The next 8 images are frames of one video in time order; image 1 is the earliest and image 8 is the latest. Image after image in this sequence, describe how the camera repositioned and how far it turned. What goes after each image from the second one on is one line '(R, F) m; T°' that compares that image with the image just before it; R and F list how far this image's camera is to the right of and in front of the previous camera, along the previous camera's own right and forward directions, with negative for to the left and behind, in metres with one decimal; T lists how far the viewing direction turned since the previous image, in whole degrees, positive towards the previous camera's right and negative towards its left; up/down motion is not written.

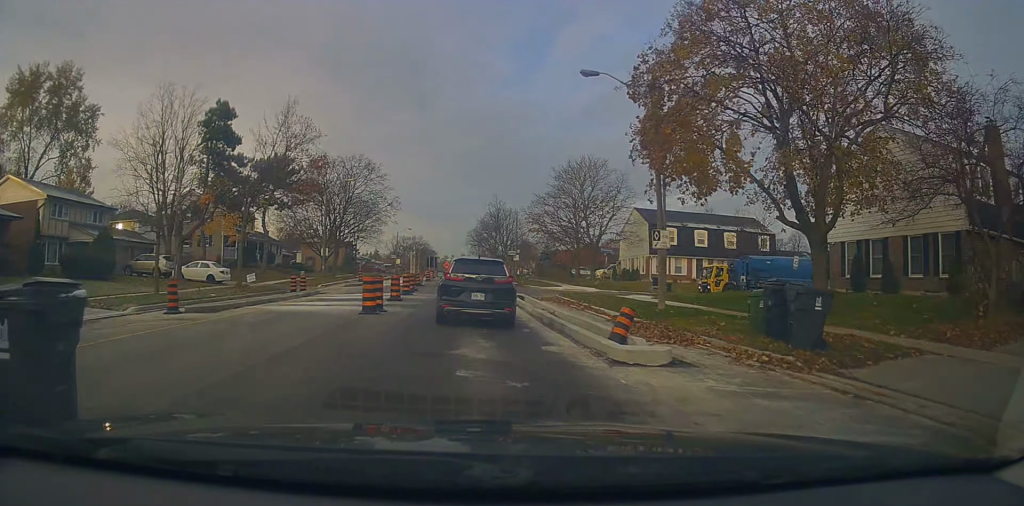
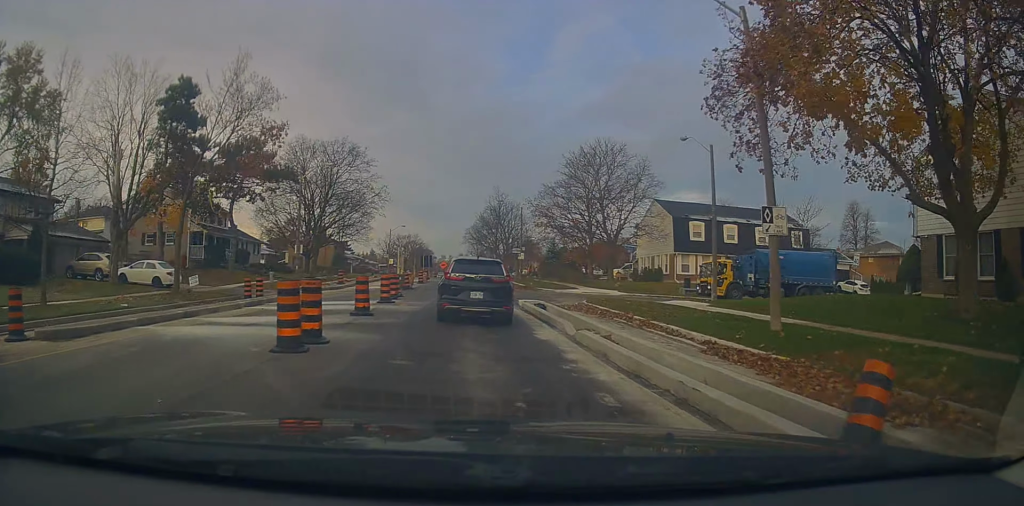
(+0.6, +7.1) m; +1°
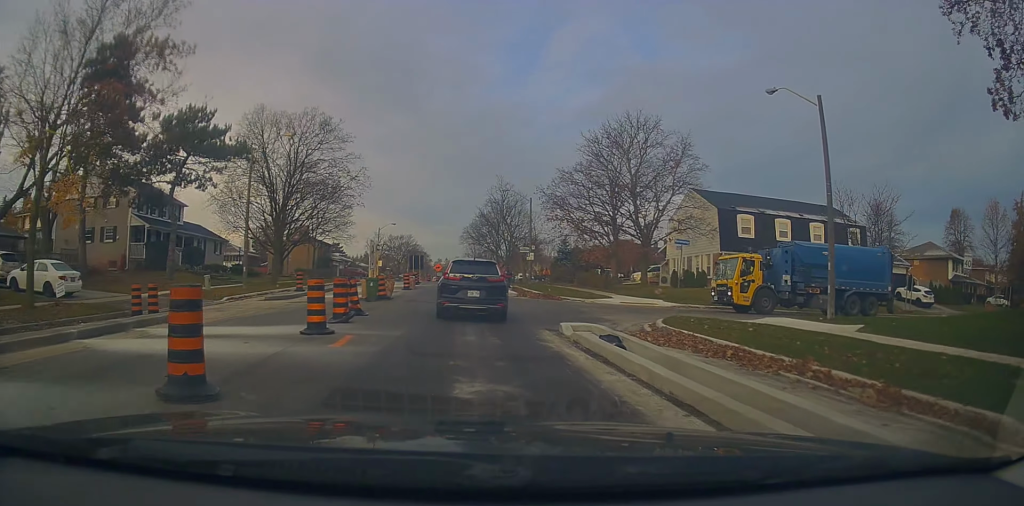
(-0.8, +9.7) m; +1°
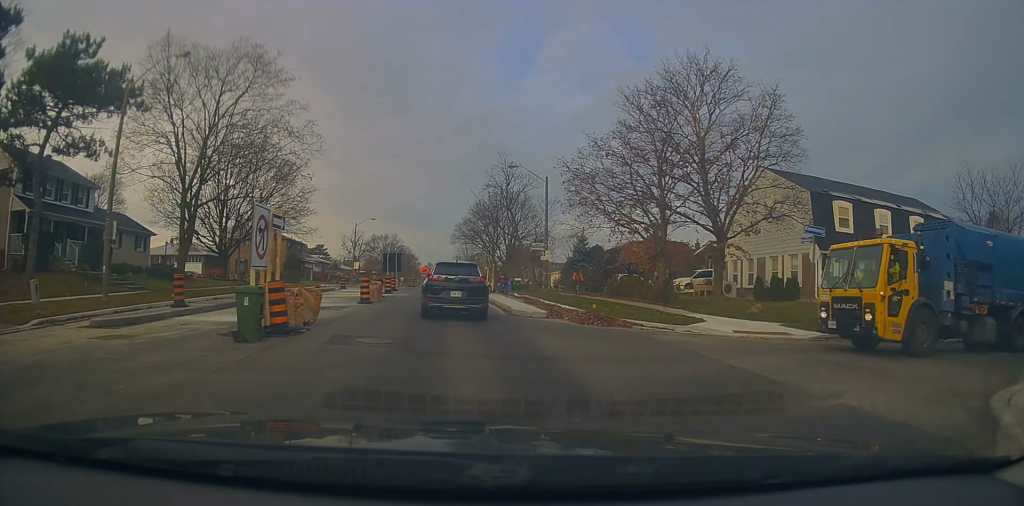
(+1.1, +12.6) m; +5°
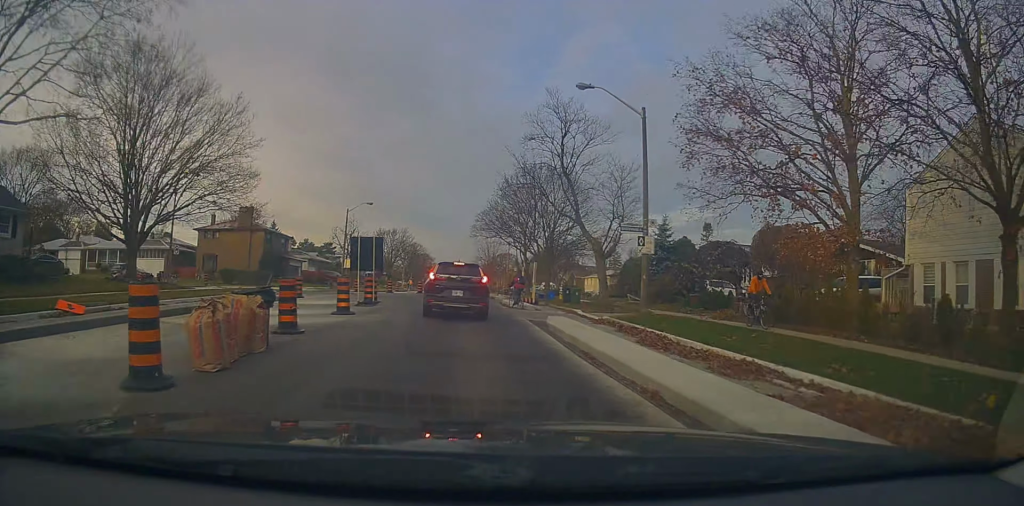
(-1.1, +16.1) m; -6°
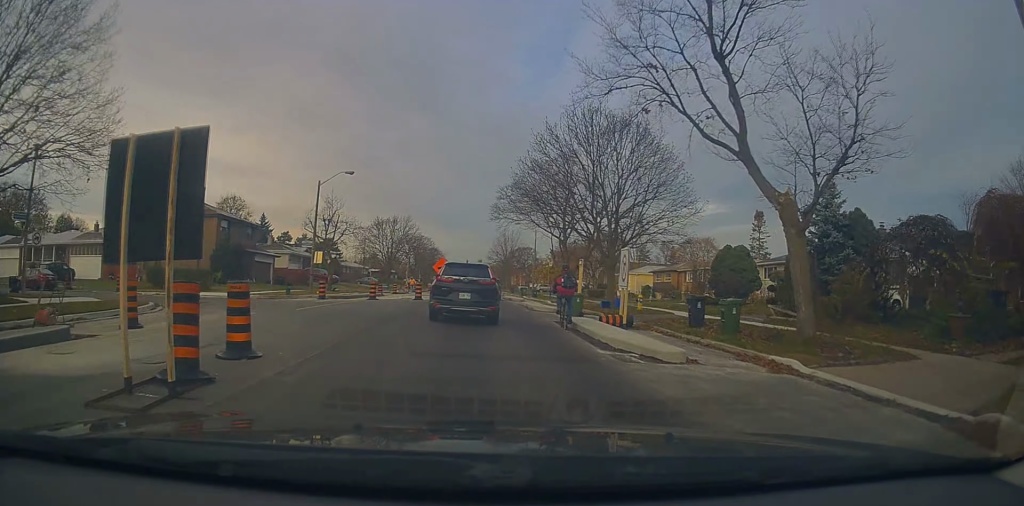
(0.0, +16.3) m; +1°
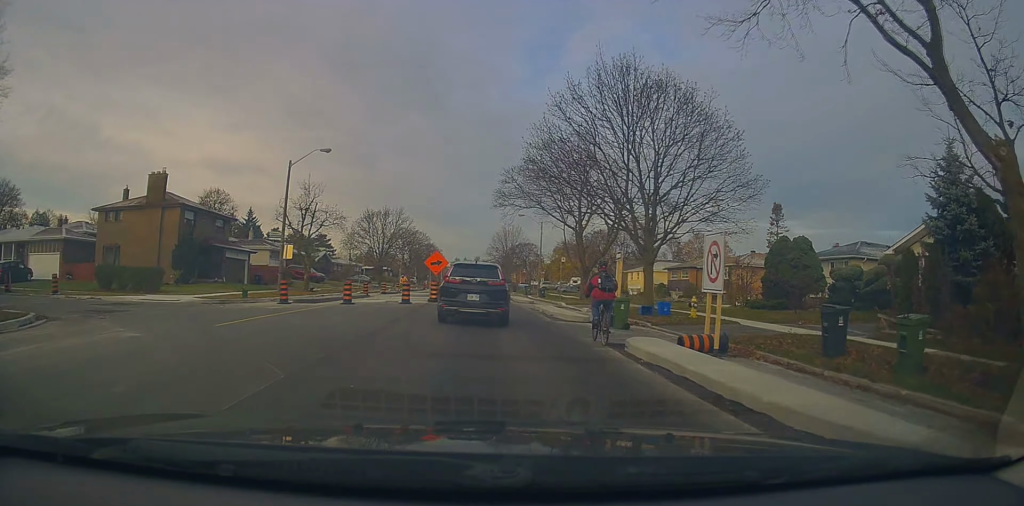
(-0.1, +7.1) m; +2°
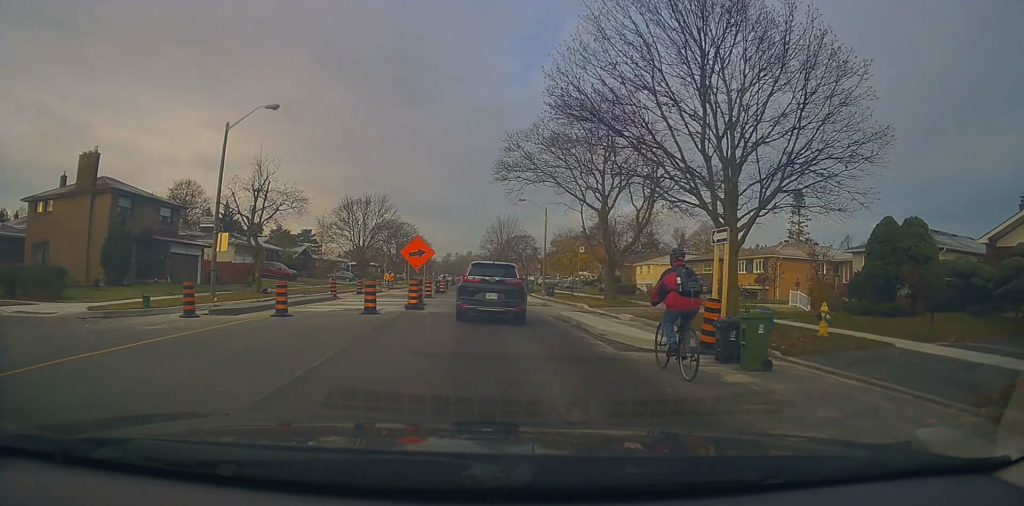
(+0.4, +9.3) m; -1°
